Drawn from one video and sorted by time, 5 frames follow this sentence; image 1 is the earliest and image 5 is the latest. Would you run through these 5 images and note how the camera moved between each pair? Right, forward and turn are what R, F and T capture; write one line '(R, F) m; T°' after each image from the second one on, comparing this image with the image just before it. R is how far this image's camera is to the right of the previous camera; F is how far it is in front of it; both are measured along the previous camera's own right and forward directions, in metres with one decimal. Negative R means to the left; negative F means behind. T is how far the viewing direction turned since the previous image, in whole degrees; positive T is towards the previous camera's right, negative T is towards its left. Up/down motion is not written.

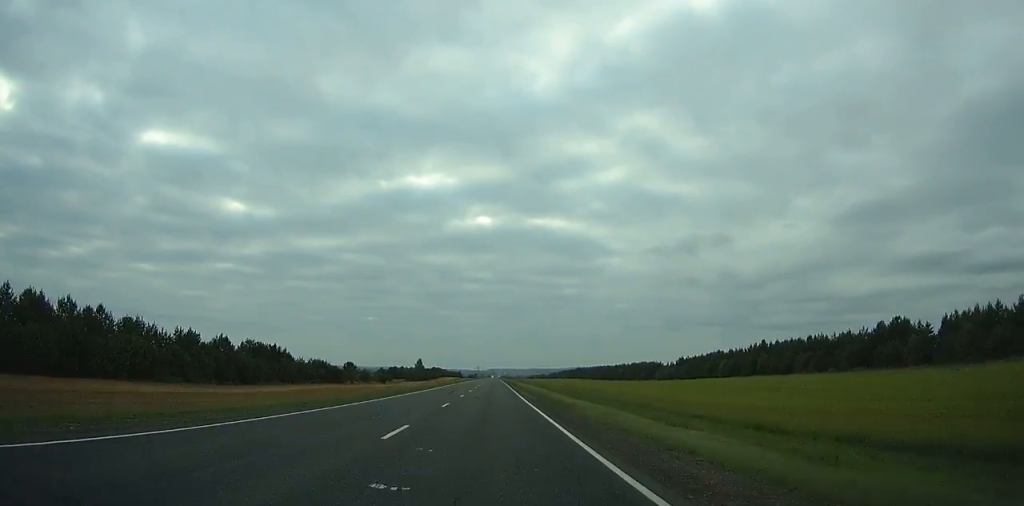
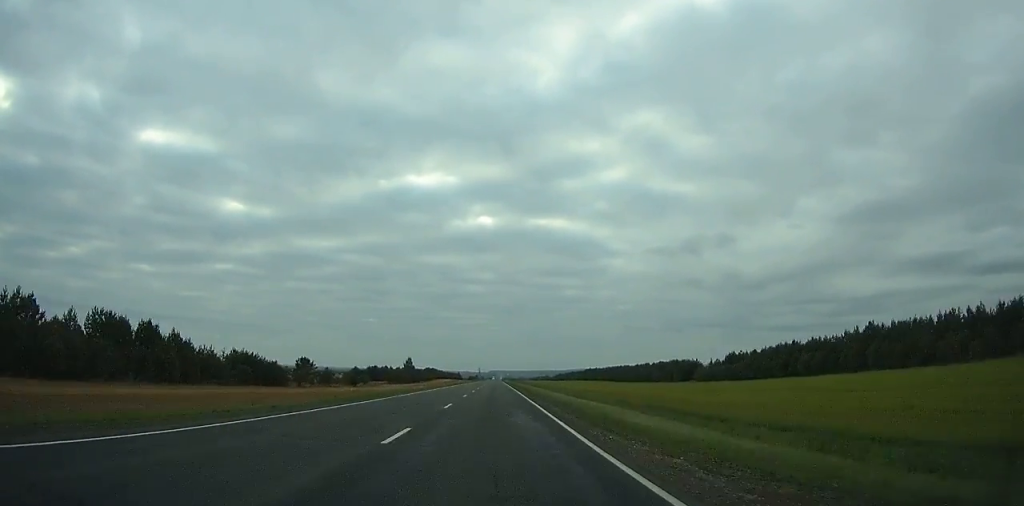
(-0.1, +49.4) m; 0°
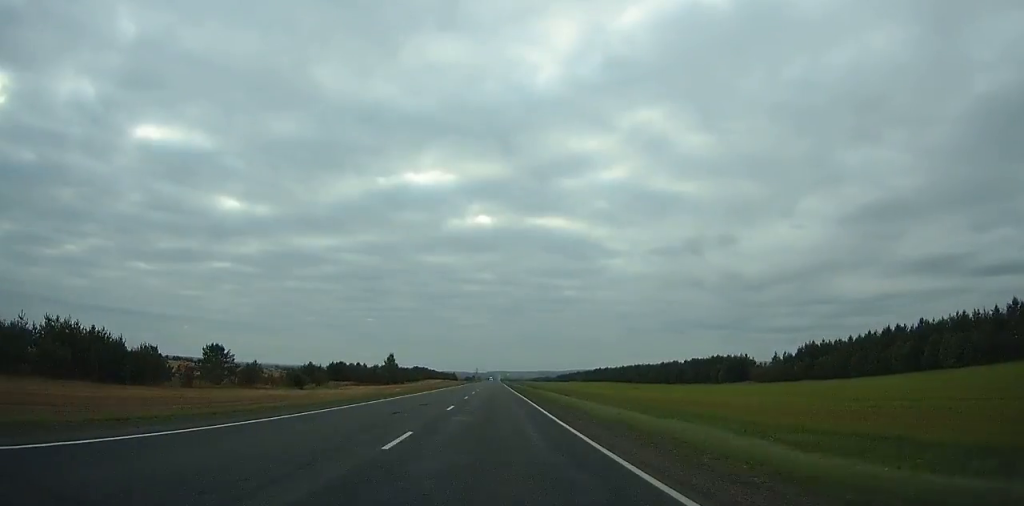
(0.0, +49.1) m; 0°
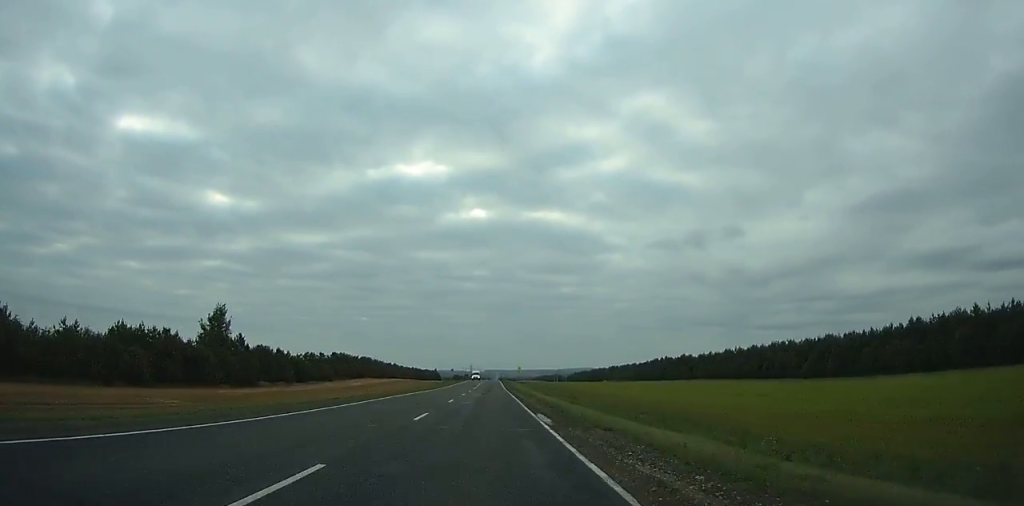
(+0.4, +162.6) m; 0°
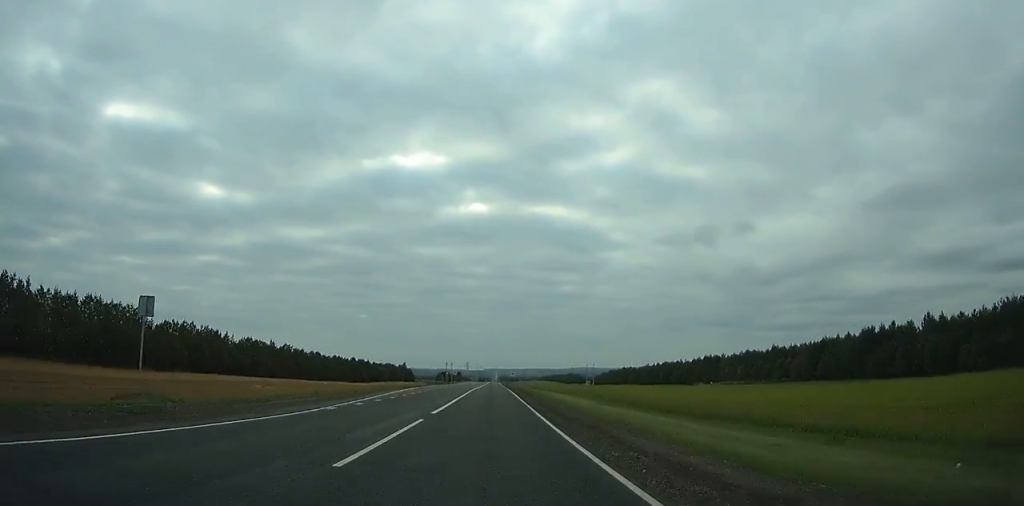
(-0.2, +151.4) m; 0°
